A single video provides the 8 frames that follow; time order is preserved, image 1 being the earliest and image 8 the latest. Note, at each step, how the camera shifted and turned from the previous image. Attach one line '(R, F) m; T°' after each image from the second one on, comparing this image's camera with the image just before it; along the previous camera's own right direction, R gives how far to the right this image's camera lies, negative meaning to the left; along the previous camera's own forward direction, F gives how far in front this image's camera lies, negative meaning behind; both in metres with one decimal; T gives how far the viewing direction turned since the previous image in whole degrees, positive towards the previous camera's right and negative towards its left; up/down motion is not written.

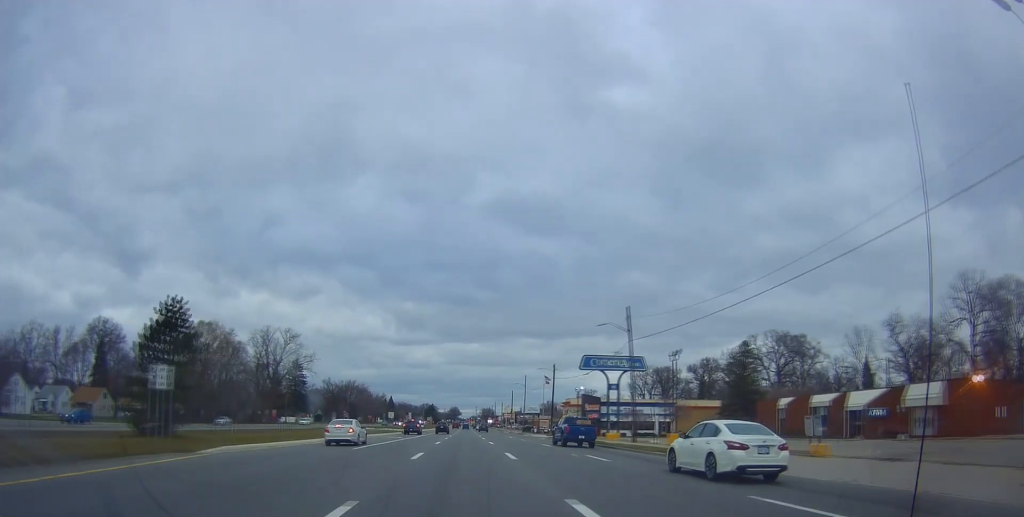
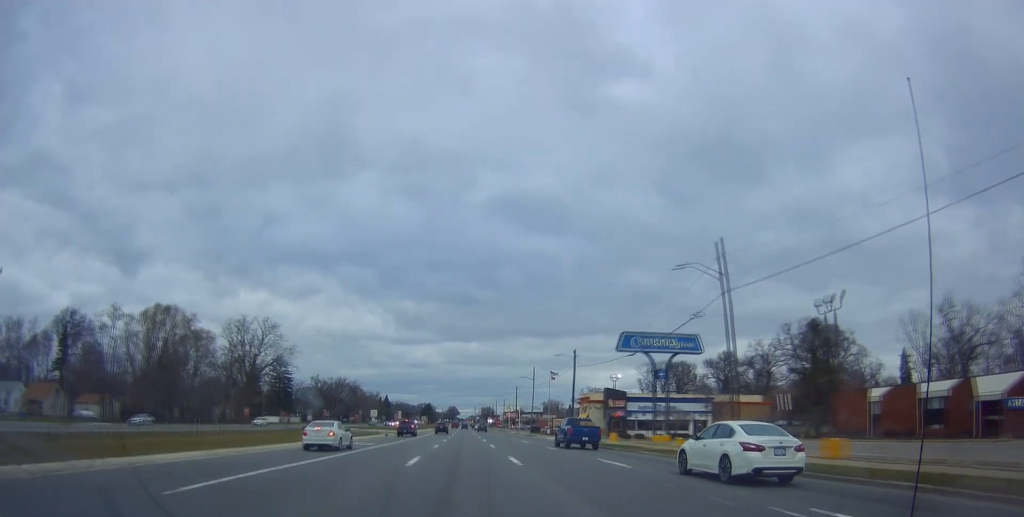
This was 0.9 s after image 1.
(+0.1, +17.8) m; -1°
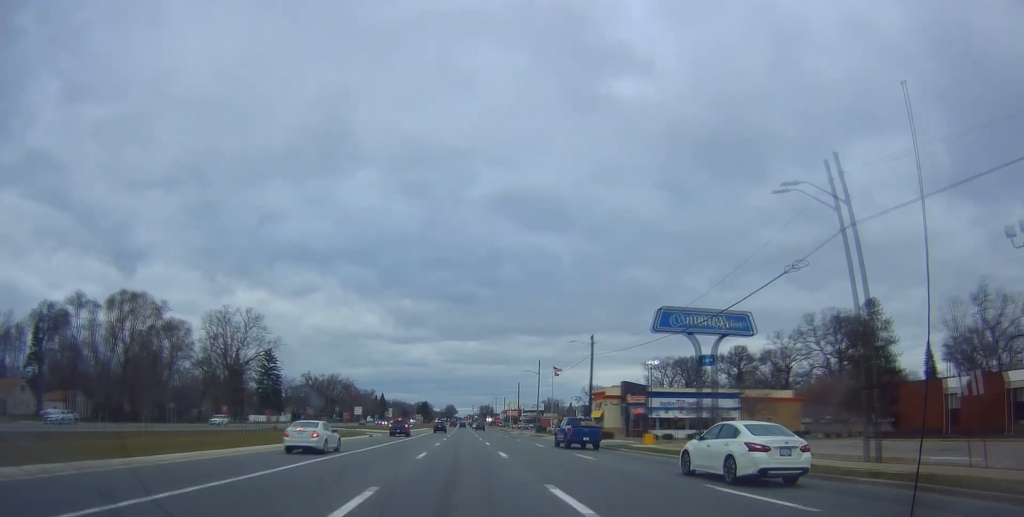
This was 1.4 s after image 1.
(0.0, +10.9) m; -1°
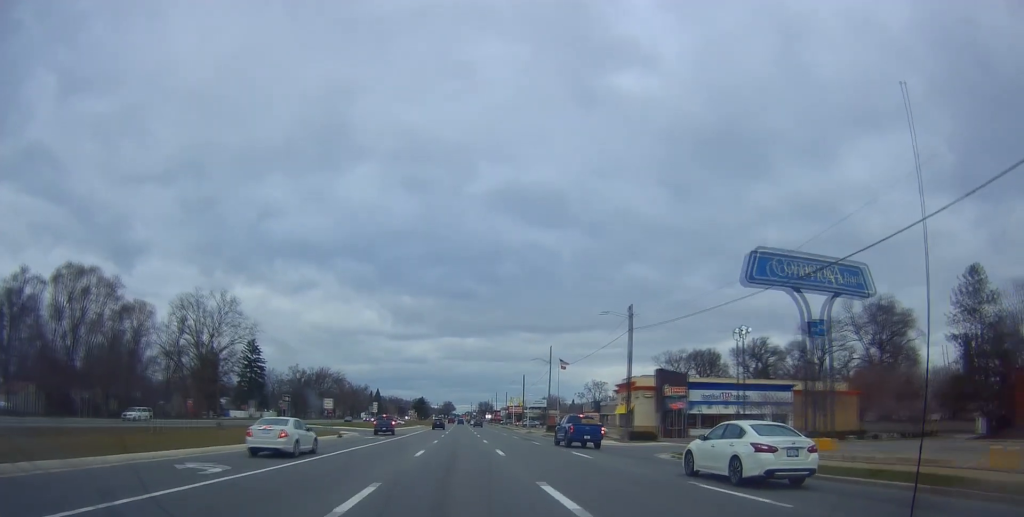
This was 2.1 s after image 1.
(-0.3, +15.1) m; +1°
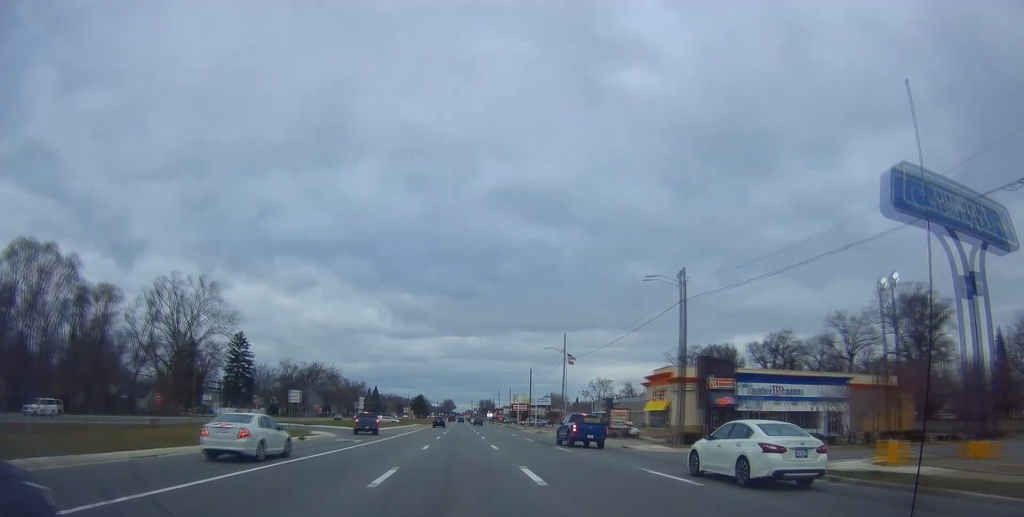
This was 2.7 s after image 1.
(+0.1, +11.7) m; 0°
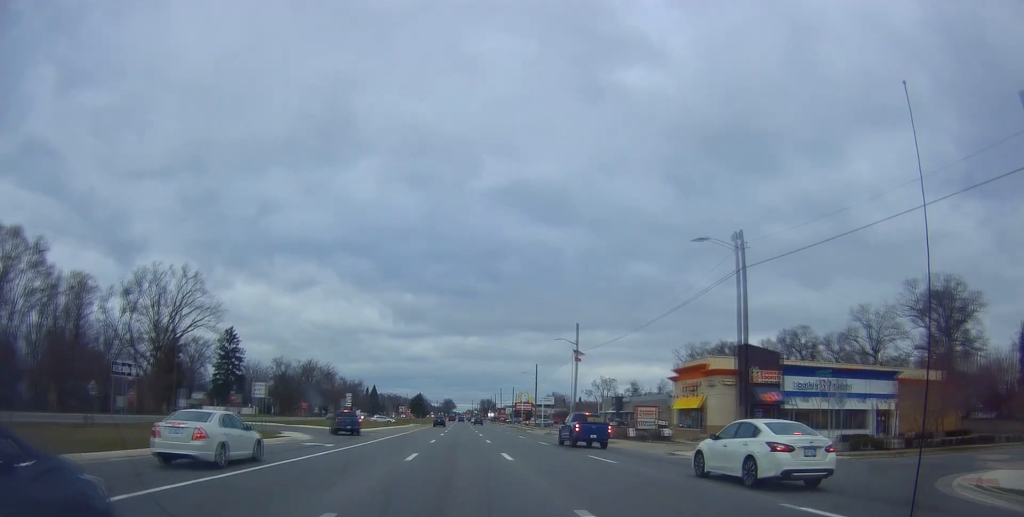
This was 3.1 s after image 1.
(+0.3, +8.2) m; 0°
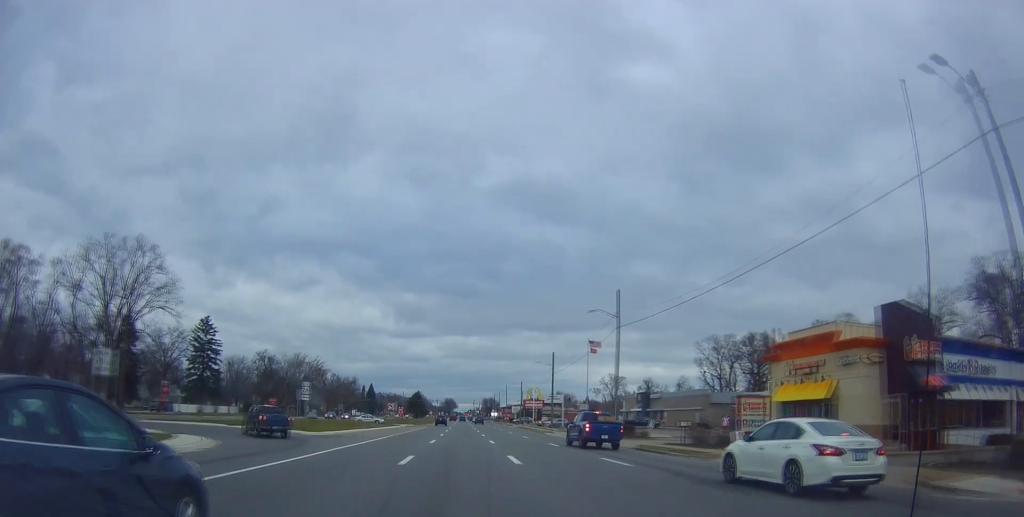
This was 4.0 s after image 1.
(-0.2, +17.6) m; 0°
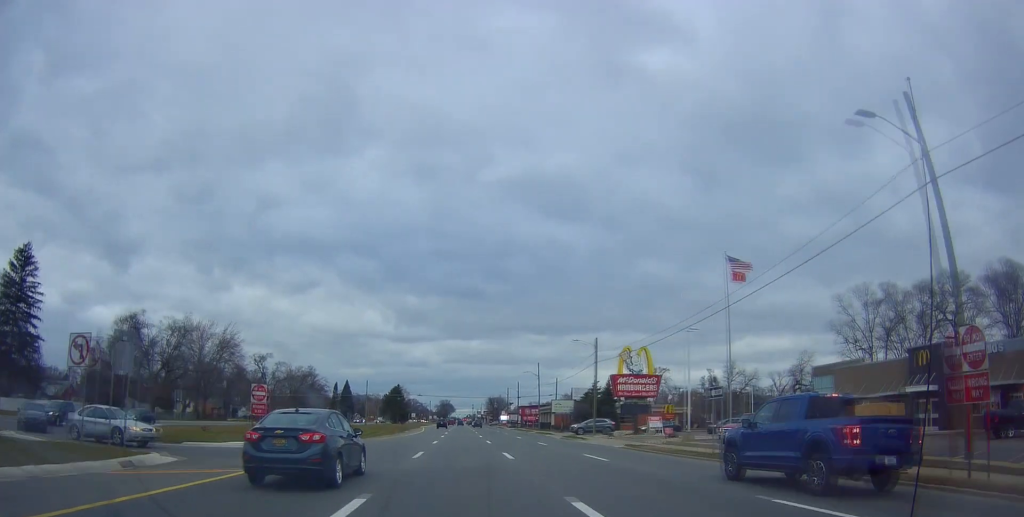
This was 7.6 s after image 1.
(+1.3, +71.4) m; +1°
